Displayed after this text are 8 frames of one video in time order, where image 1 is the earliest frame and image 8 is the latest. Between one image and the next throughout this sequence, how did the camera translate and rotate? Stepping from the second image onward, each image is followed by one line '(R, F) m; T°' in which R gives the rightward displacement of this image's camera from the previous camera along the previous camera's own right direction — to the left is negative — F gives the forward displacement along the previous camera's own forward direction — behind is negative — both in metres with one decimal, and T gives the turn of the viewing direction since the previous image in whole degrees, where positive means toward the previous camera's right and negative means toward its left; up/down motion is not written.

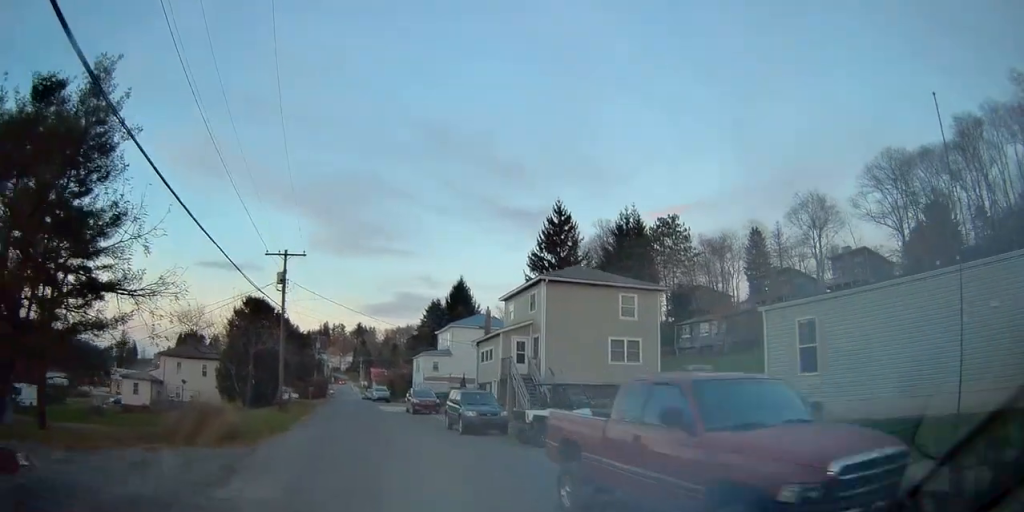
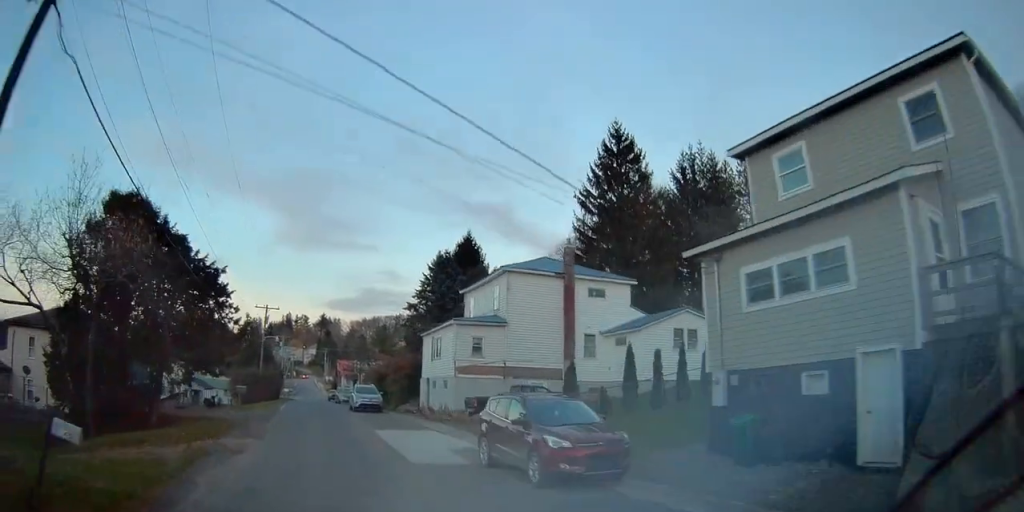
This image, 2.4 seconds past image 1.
(+1.5, +27.4) m; +5°
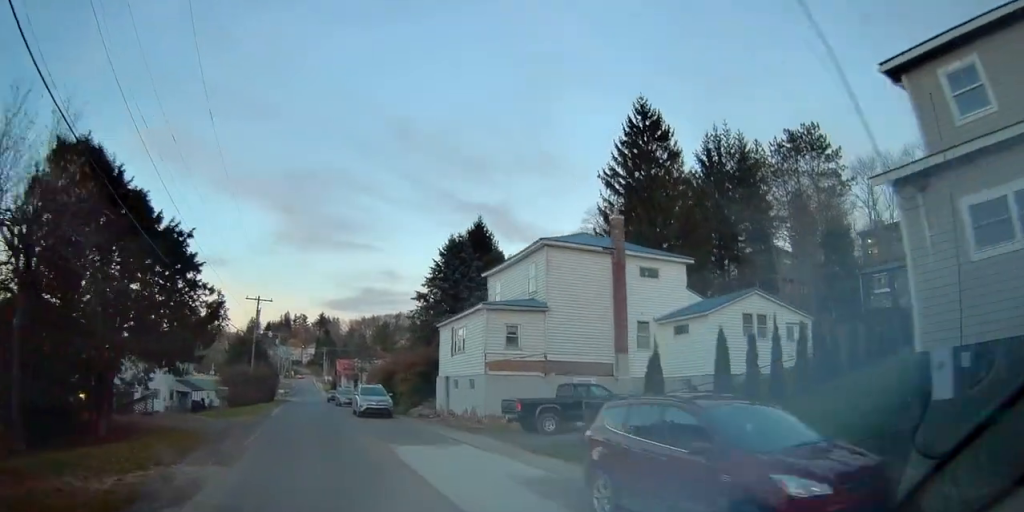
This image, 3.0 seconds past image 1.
(-0.3, +5.7) m; -1°
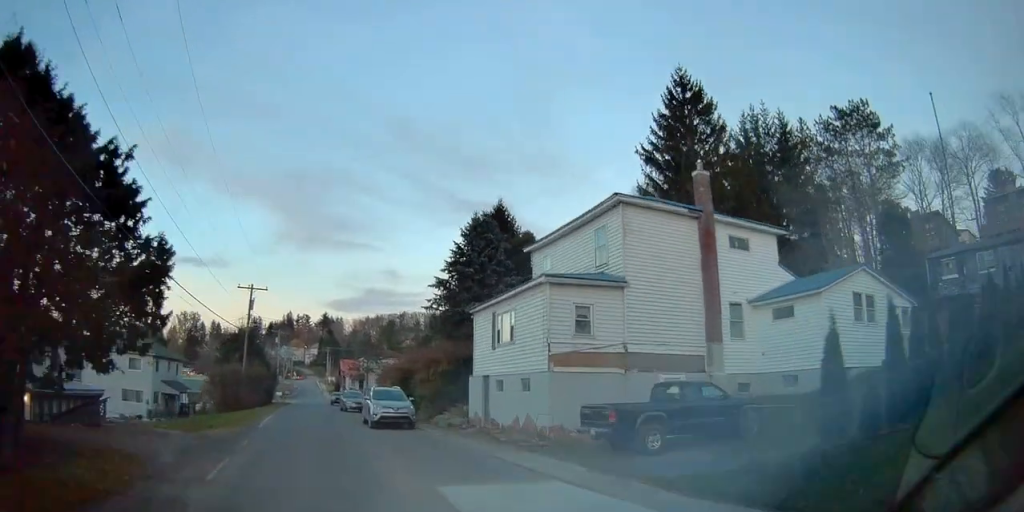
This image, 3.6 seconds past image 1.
(-0.2, +6.4) m; 0°
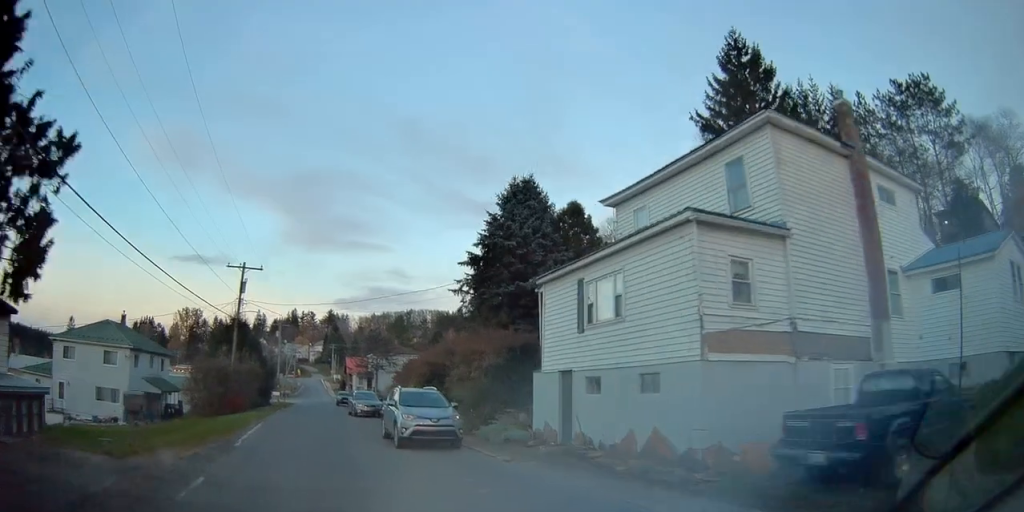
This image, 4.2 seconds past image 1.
(+0.2, +7.1) m; +1°
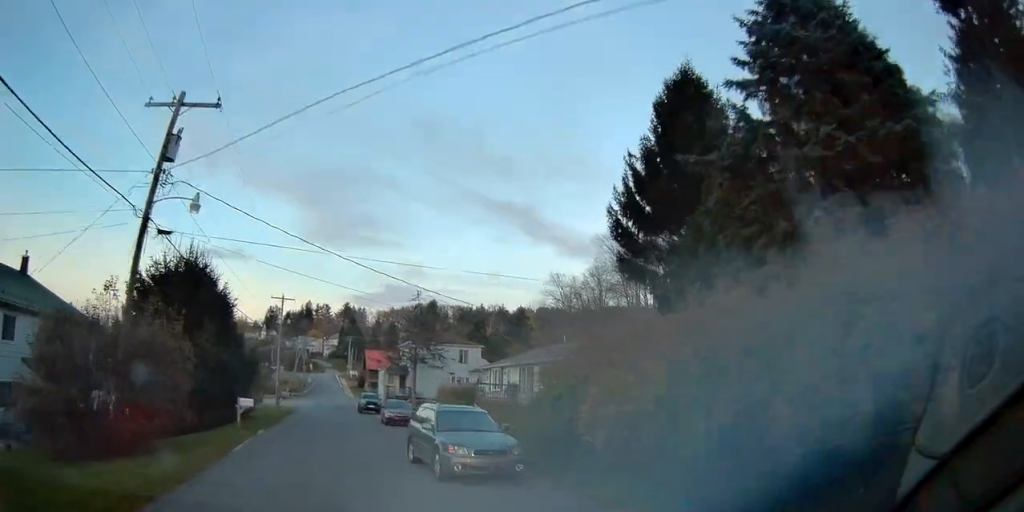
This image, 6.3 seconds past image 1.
(-0.3, +21.4) m; -2°
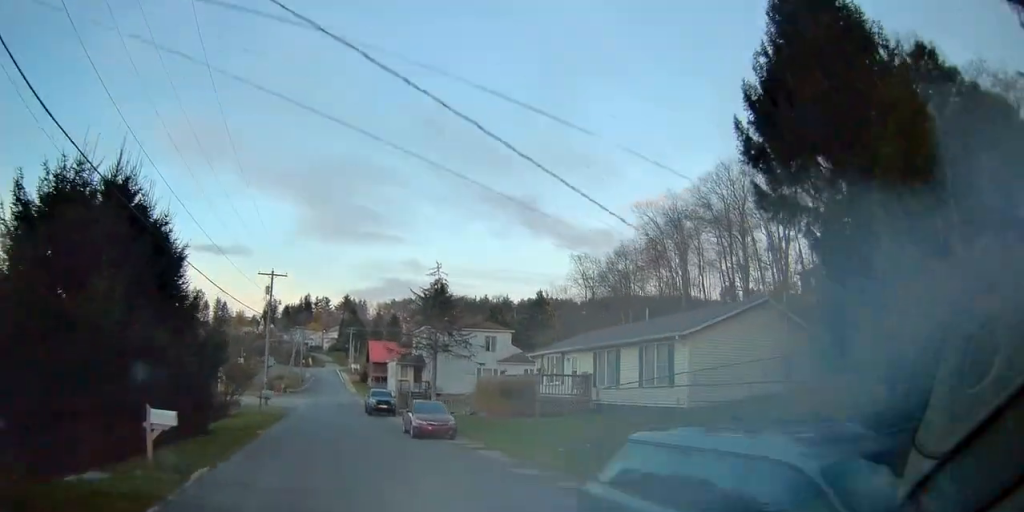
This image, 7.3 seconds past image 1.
(0.0, +10.4) m; 0°
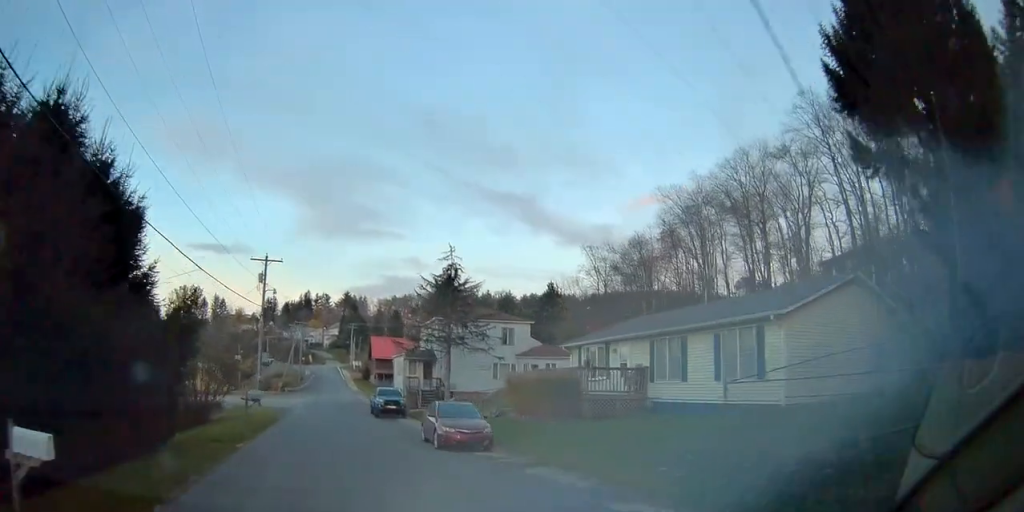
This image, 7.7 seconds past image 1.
(0.0, +4.8) m; 0°
